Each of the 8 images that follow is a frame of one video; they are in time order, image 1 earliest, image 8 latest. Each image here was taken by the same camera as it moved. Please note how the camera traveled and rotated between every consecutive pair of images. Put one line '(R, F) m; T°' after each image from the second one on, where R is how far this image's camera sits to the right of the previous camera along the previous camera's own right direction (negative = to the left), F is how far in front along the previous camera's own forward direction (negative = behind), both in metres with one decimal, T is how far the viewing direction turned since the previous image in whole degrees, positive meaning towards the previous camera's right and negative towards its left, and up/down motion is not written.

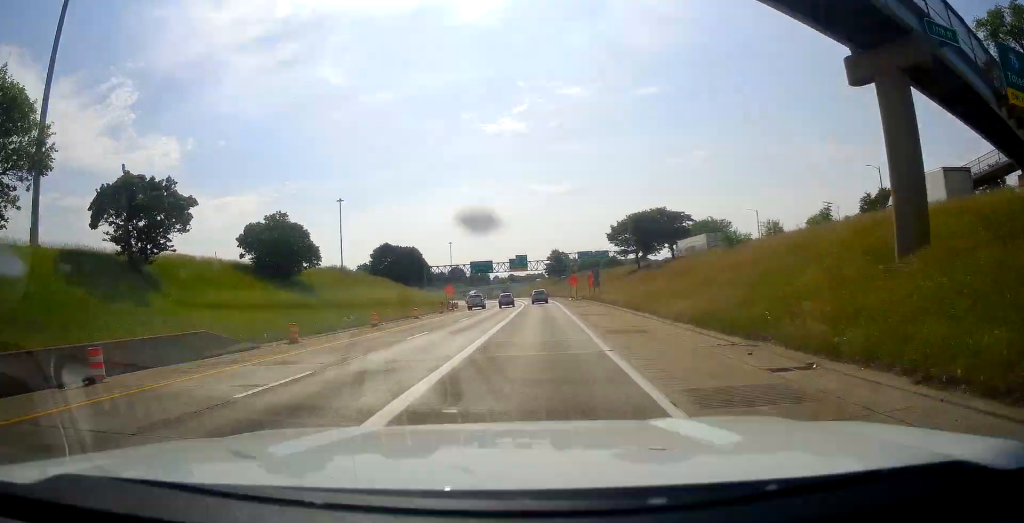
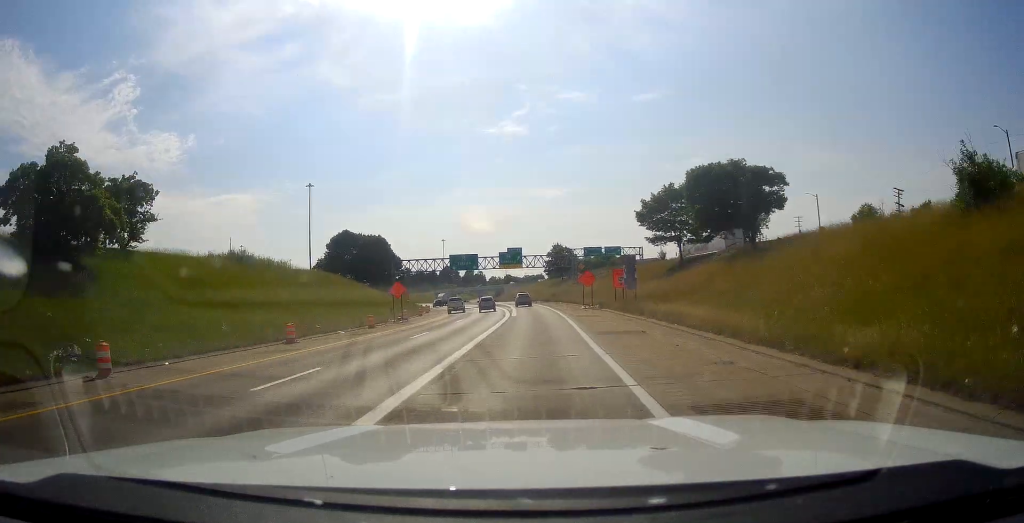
(+0.1, +28.9) m; -1°
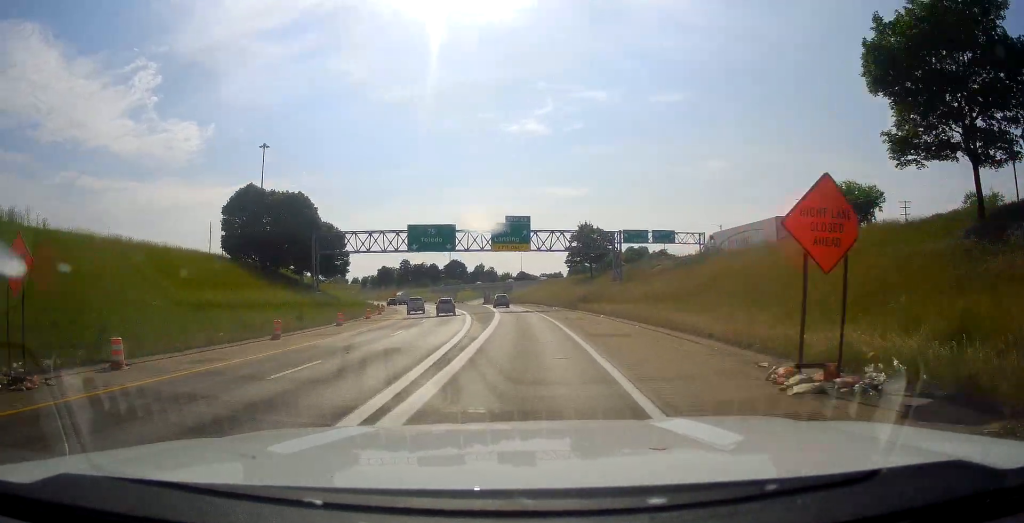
(-0.8, +43.3) m; -1°
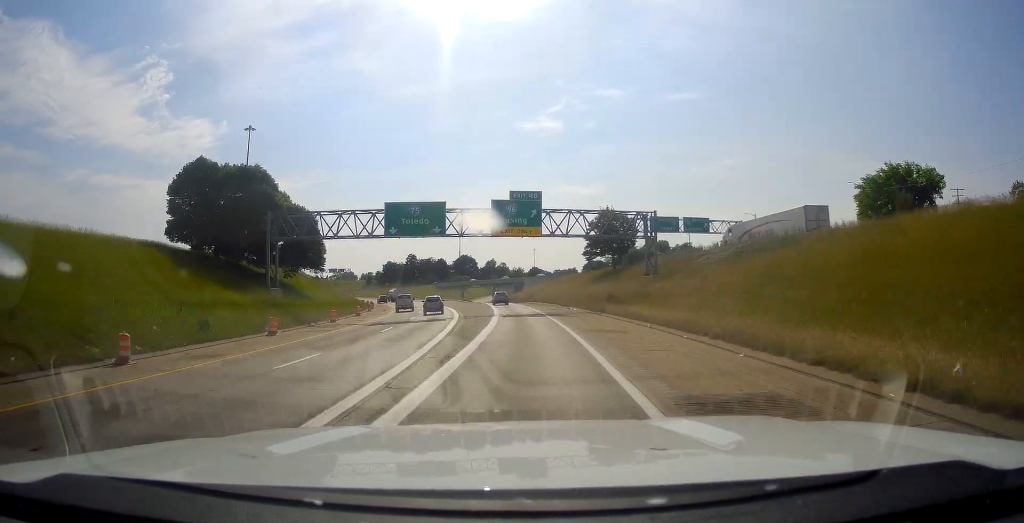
(+0.1, +13.8) m; 0°
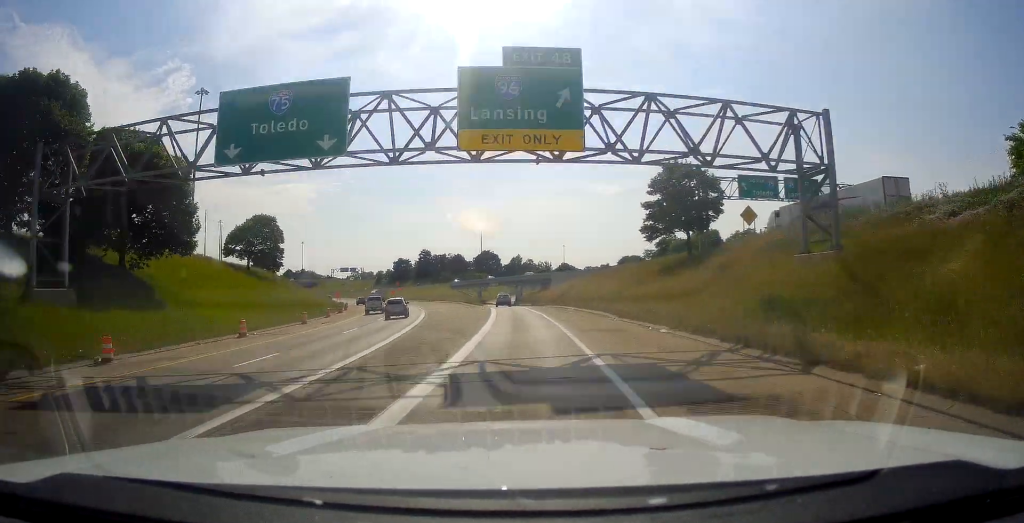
(-0.3, +29.7) m; -2°
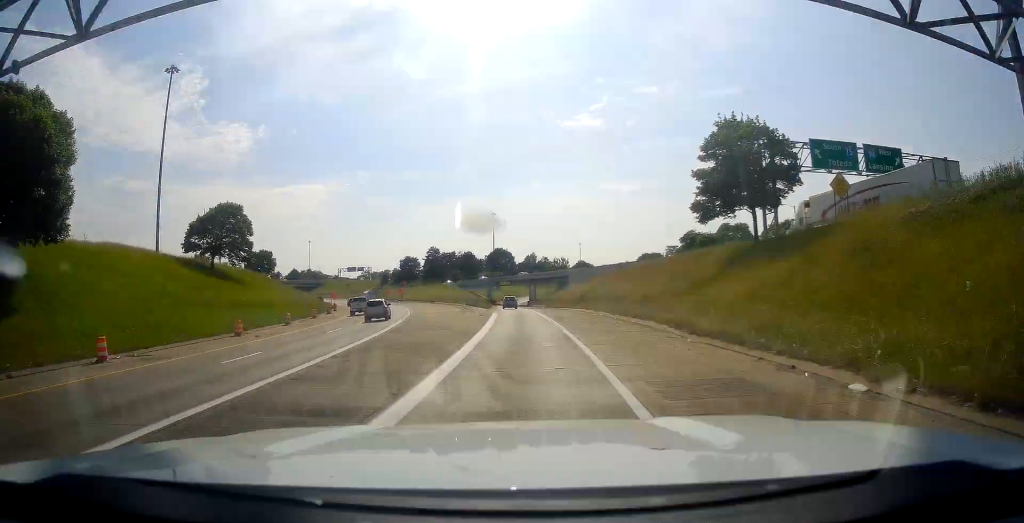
(+0.1, +13.8) m; -1°
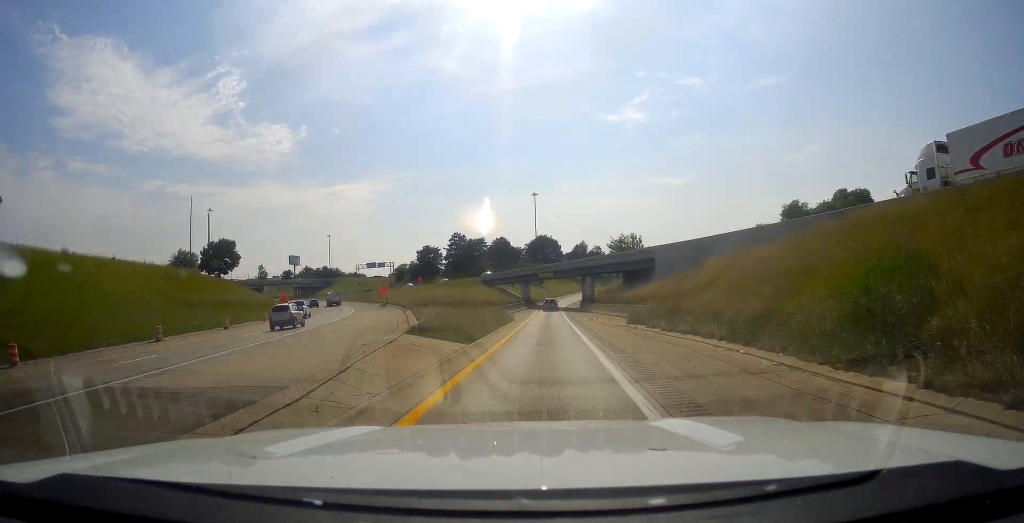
(-2.1, +46.7) m; -4°
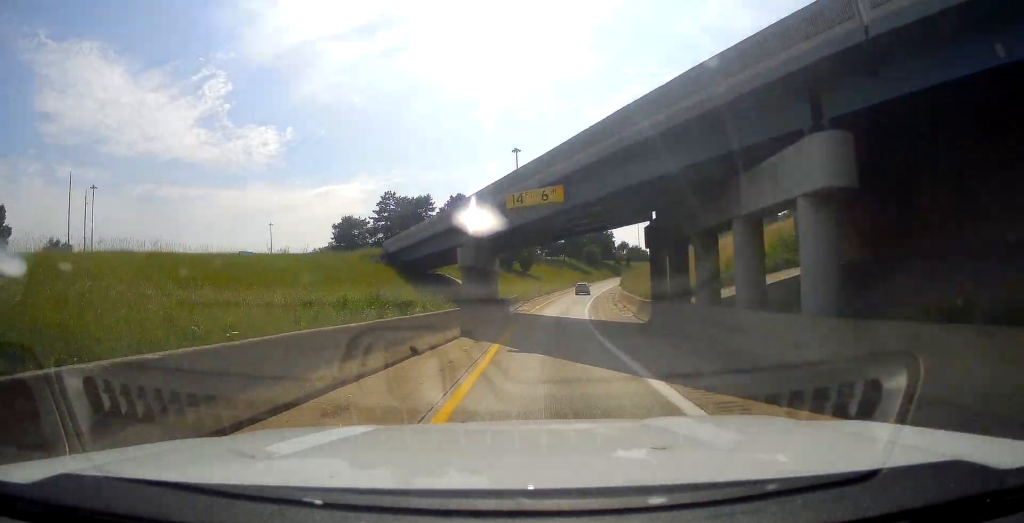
(-1.5, +66.2) m; -1°
